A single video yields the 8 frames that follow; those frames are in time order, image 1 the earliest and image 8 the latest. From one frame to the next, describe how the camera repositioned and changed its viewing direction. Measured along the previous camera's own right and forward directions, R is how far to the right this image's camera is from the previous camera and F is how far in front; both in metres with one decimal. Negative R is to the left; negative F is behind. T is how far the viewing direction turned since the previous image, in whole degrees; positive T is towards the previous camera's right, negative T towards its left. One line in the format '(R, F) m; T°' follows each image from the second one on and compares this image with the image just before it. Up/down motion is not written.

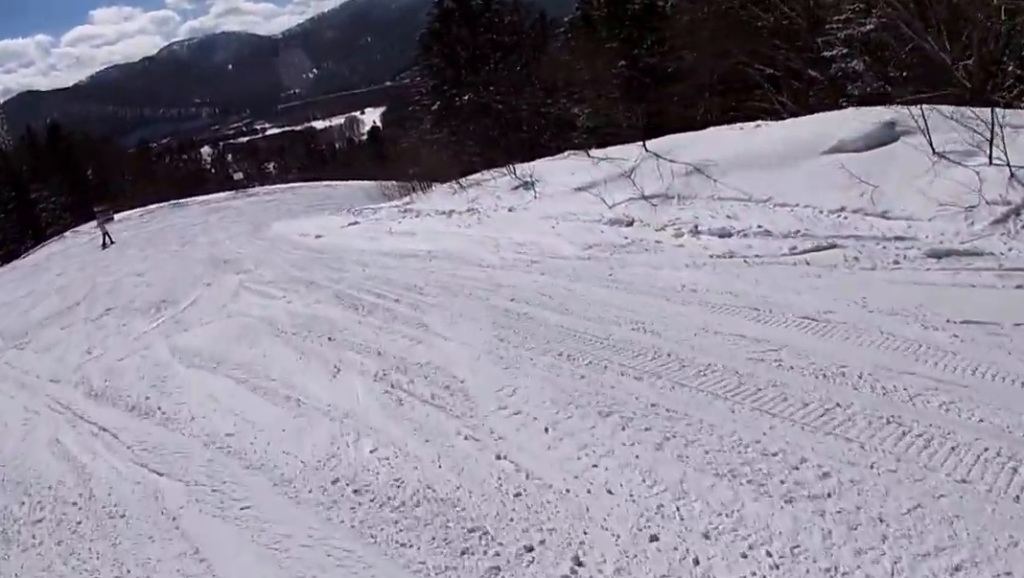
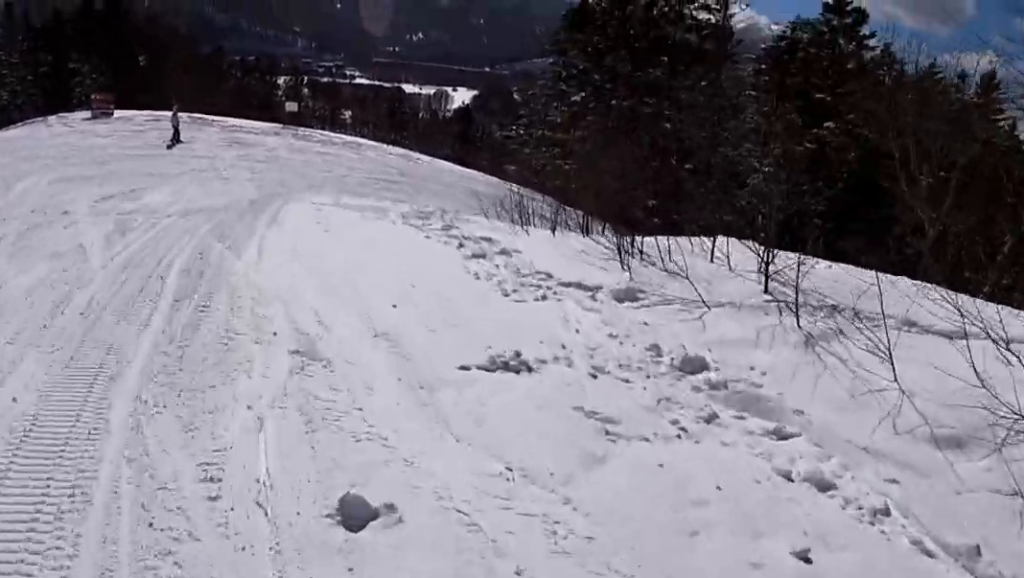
(-1.6, +12.4) m; +2°
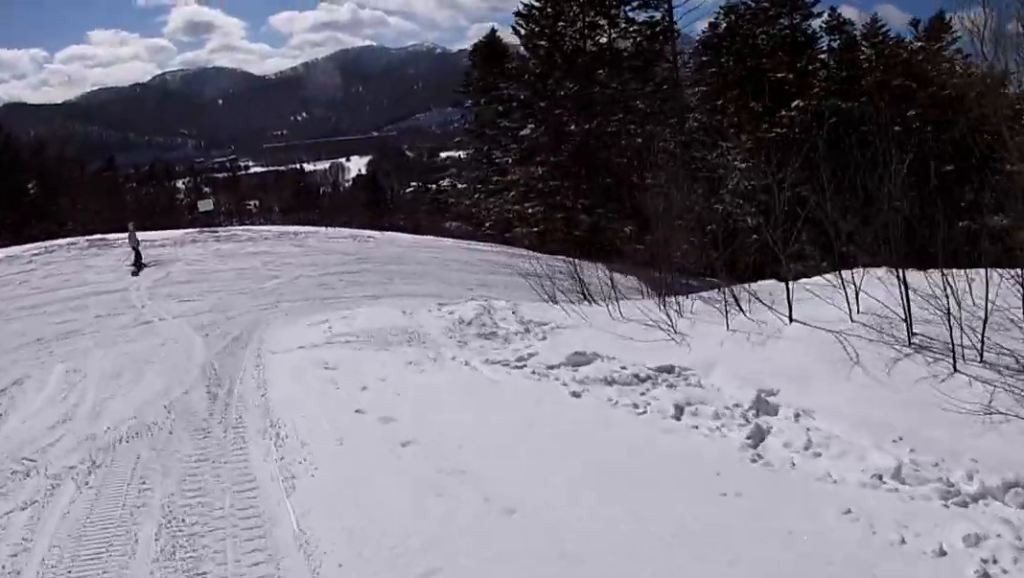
(+2.1, +5.1) m; +18°
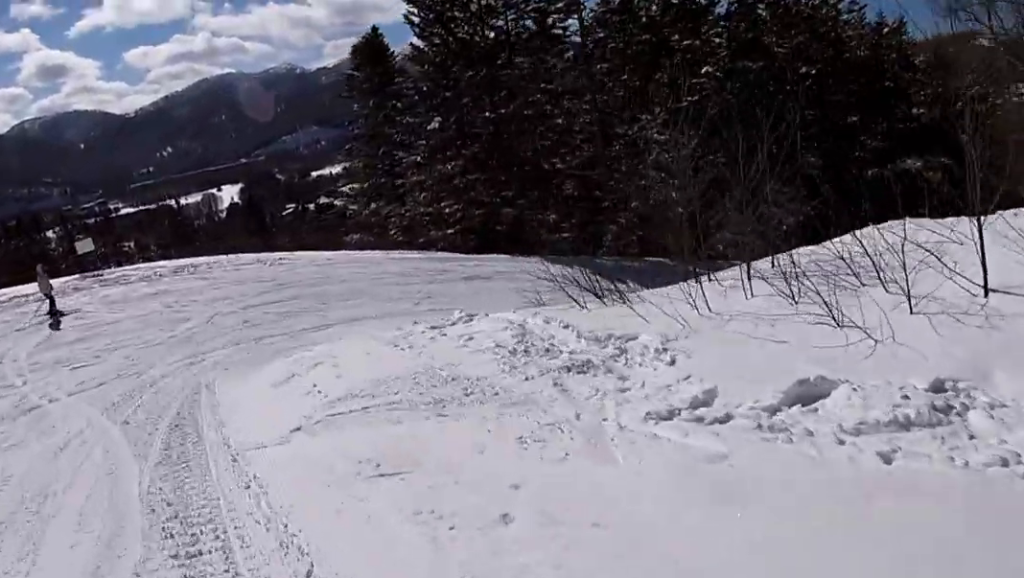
(+0.3, +3.1) m; +6°
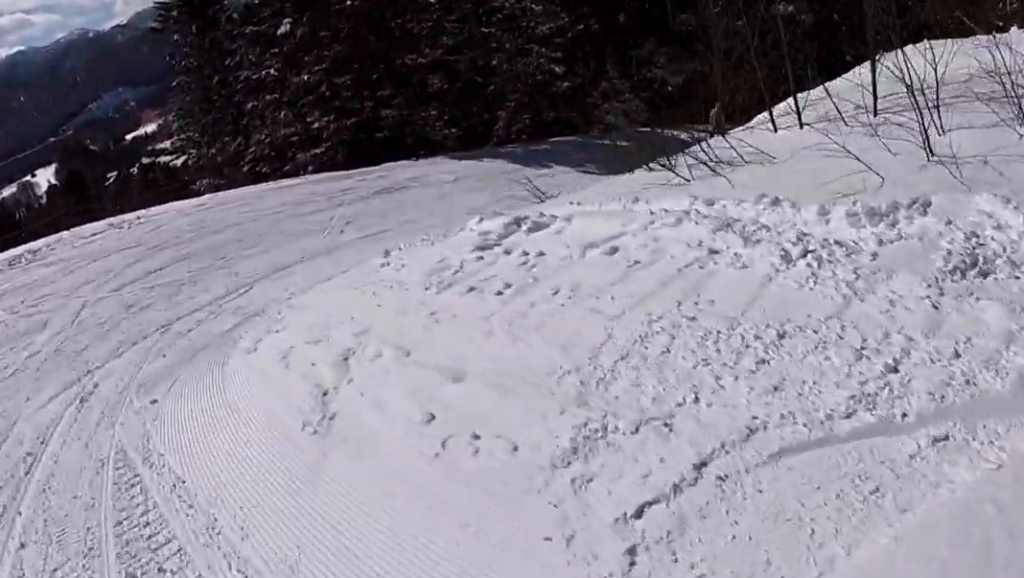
(0.0, +3.8) m; +1°
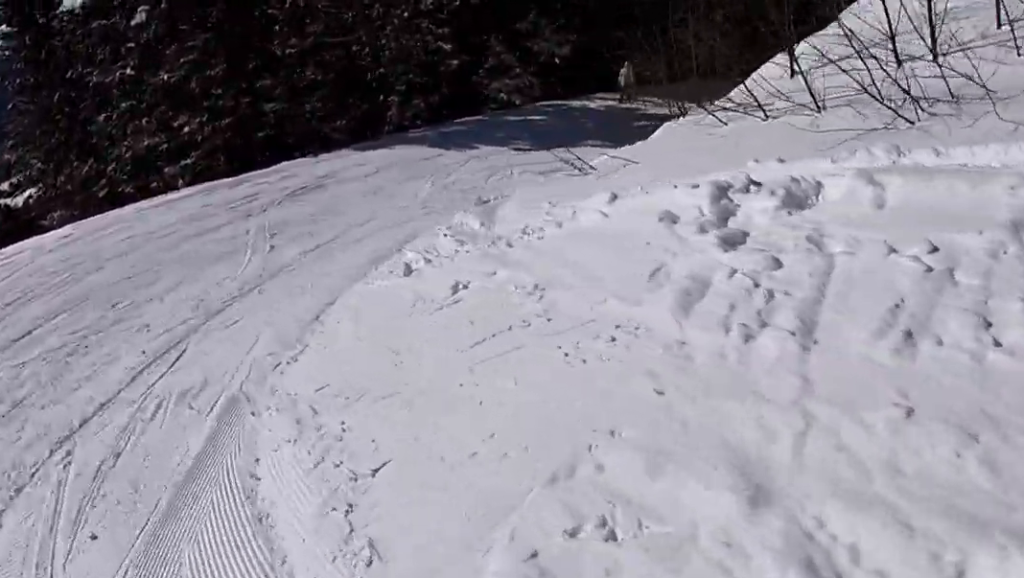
(0.0, +3.3) m; +5°
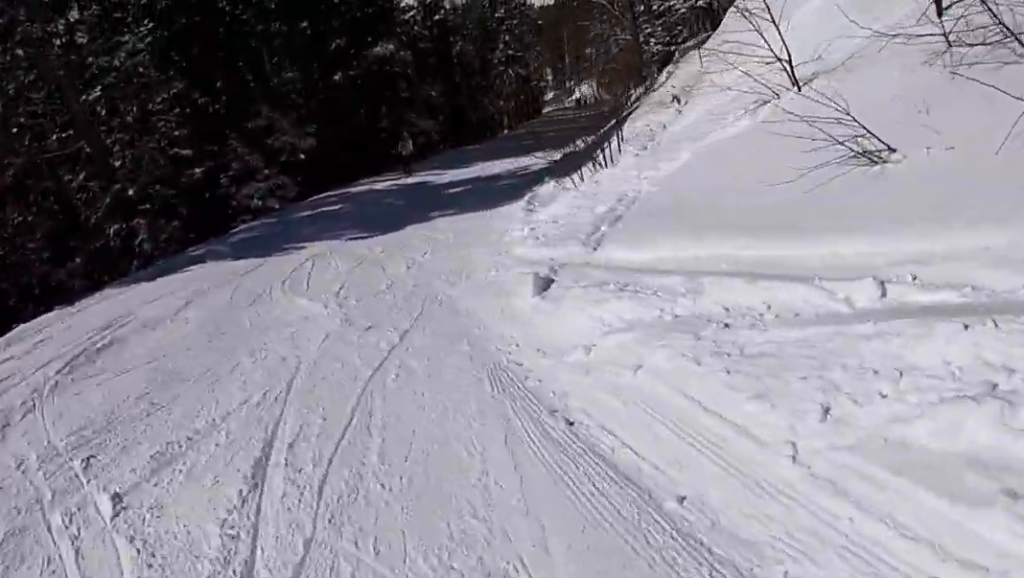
(-0.5, +6.0) m; +25°
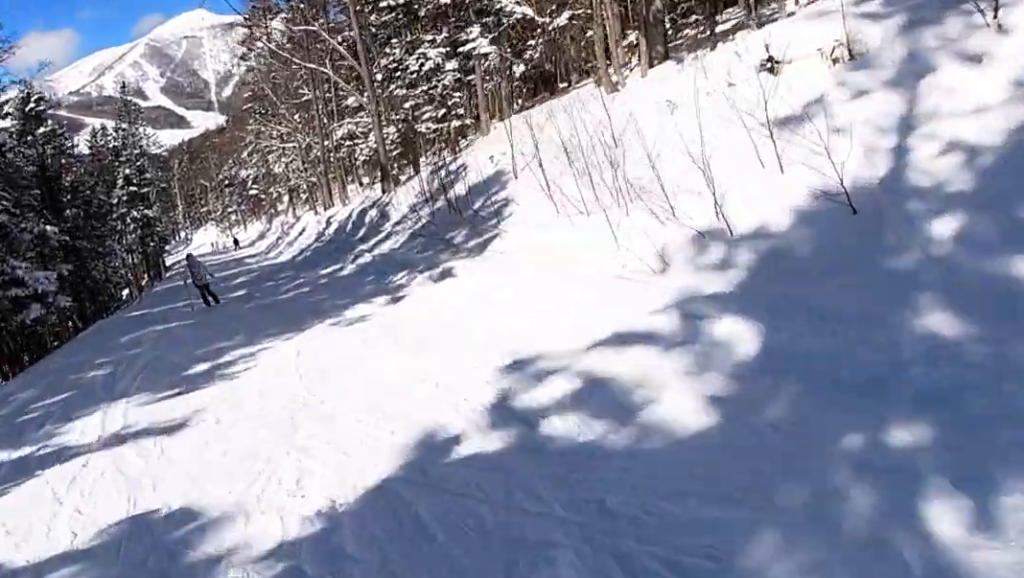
(+12.3, +13.7) m; +51°
